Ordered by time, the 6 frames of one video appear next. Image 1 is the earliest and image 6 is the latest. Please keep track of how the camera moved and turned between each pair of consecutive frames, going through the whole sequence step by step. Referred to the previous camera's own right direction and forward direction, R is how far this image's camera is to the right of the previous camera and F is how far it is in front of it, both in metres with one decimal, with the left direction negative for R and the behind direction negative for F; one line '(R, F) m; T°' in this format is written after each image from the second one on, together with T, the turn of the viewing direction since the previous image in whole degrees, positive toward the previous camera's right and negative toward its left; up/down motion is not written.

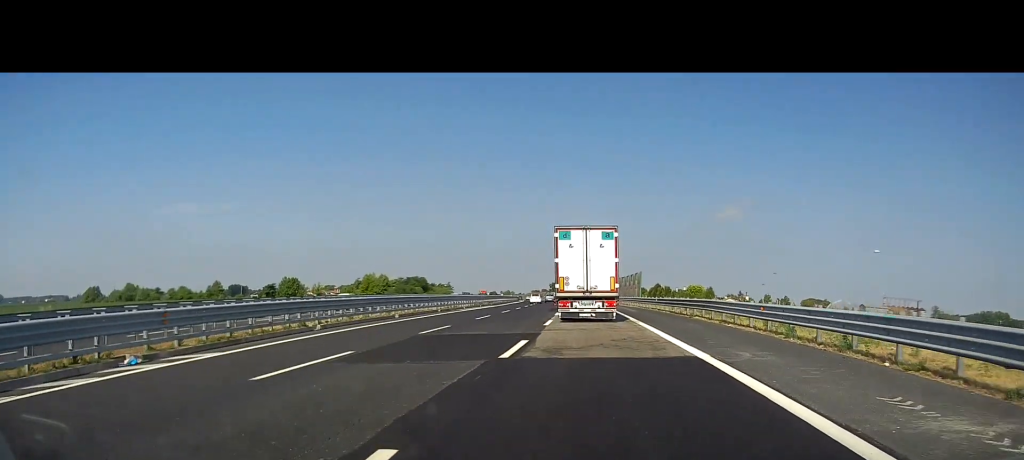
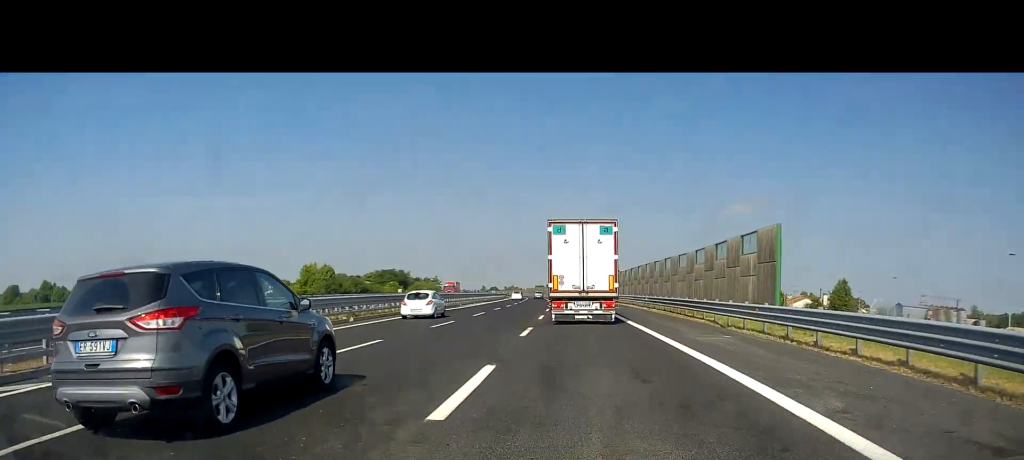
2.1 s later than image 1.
(-0.3, +54.1) m; -1°
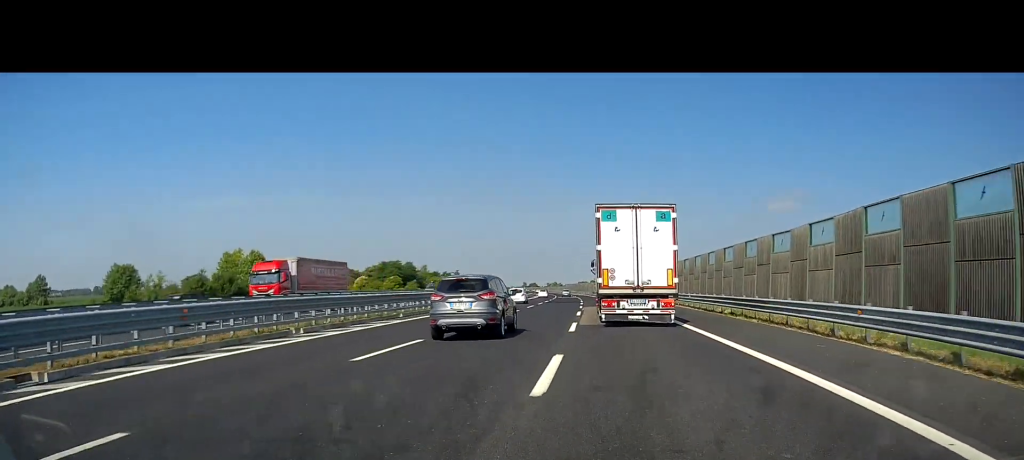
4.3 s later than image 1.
(-2.0, +57.7) m; -4°
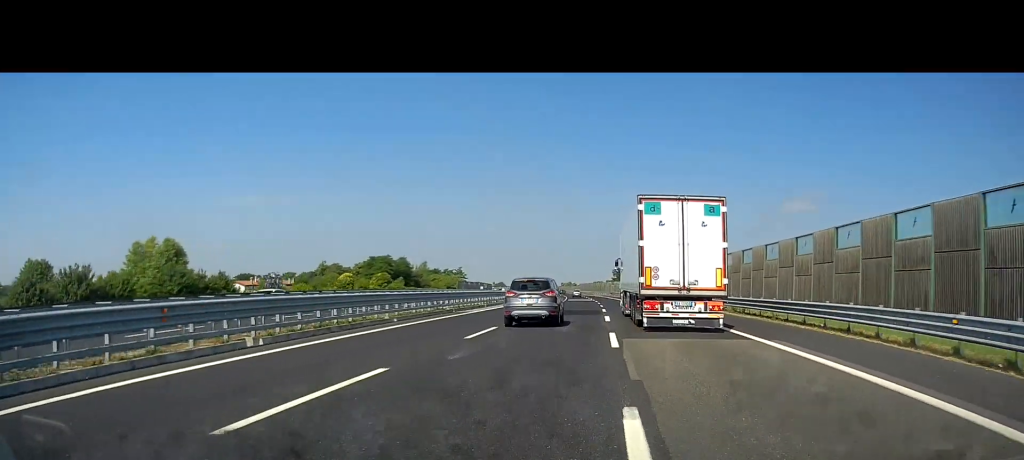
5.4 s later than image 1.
(-0.4, +29.2) m; -1°
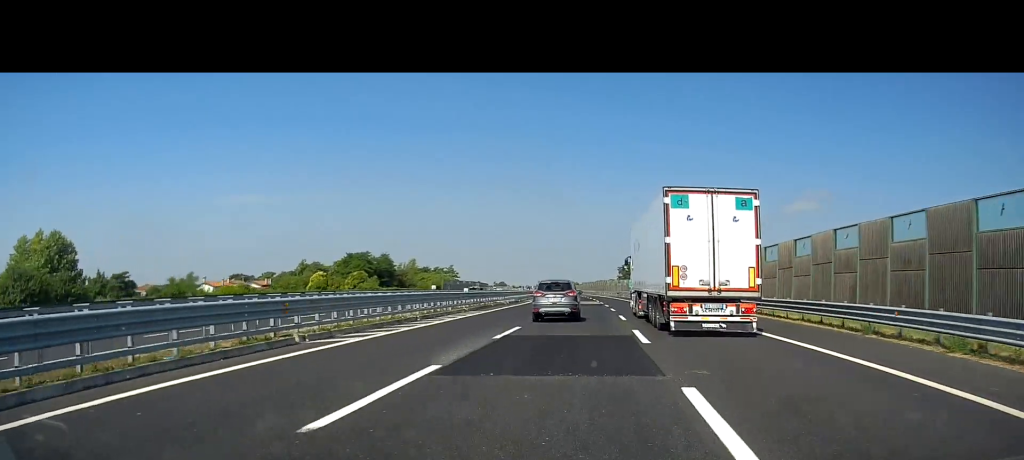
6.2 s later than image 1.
(-0.1, +22.2) m; 0°
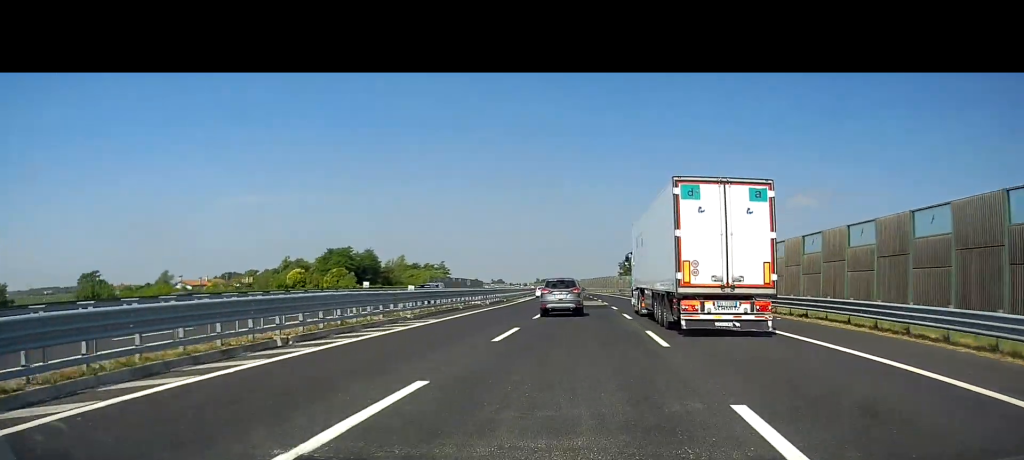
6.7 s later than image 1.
(0.0, +13.4) m; 0°
